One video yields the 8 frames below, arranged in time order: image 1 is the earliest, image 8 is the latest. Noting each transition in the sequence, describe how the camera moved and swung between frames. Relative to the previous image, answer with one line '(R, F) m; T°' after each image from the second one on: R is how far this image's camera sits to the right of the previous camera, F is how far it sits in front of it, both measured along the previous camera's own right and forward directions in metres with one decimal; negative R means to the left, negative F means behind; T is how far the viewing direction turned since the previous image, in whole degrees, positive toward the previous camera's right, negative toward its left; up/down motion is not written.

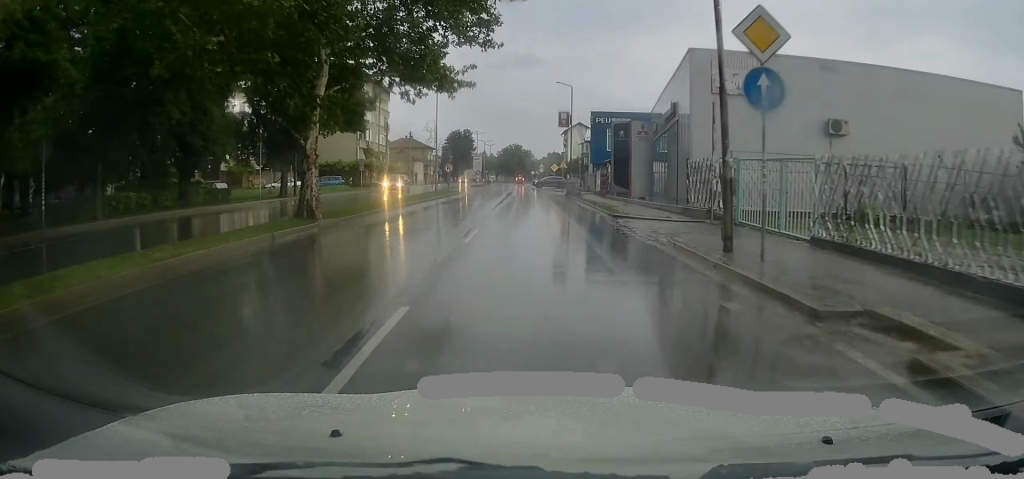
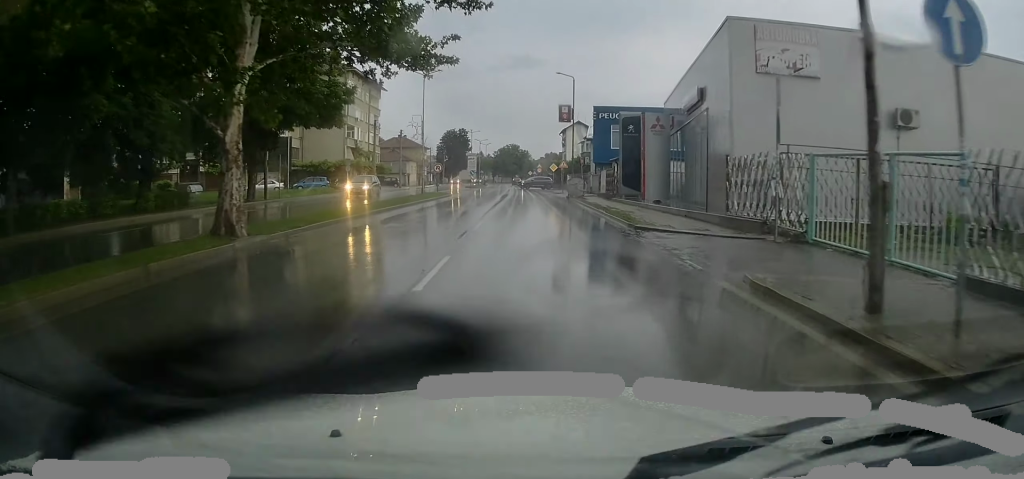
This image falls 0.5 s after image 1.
(0.0, +5.2) m; 0°
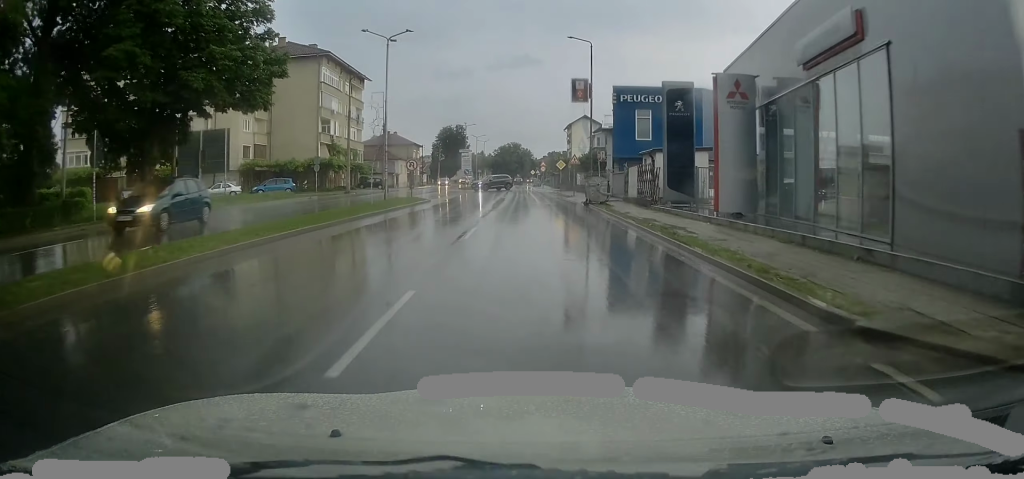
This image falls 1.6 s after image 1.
(+0.1, +12.5) m; +1°
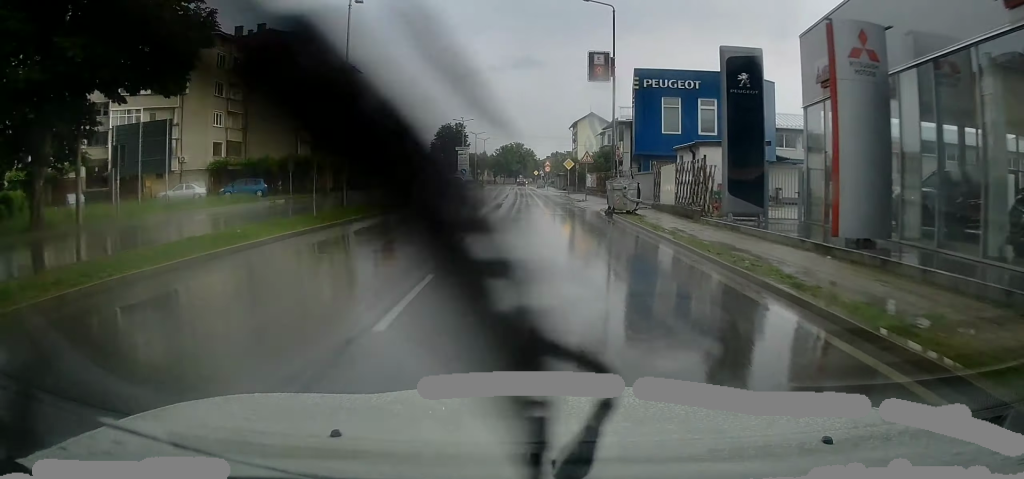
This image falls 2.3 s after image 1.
(0.0, +7.9) m; 0°
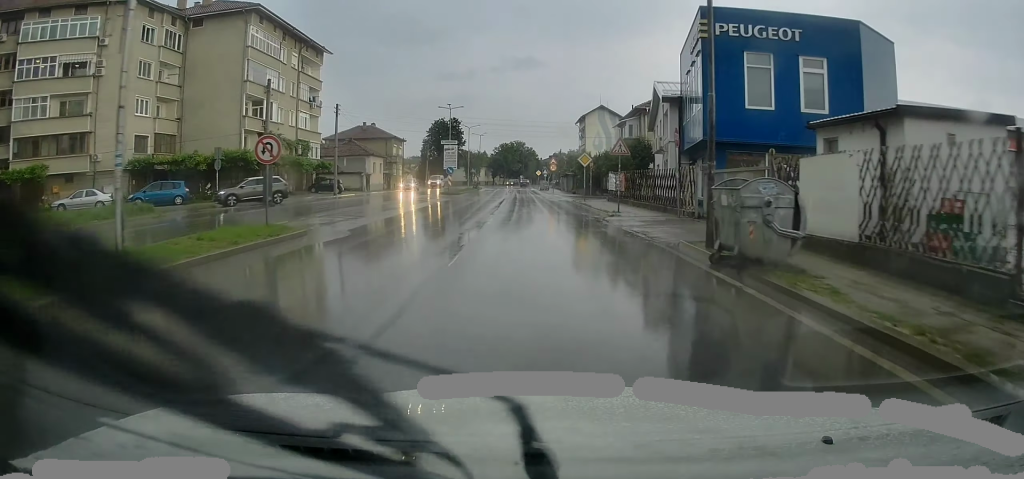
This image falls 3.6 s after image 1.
(-0.2, +13.9) m; -1°
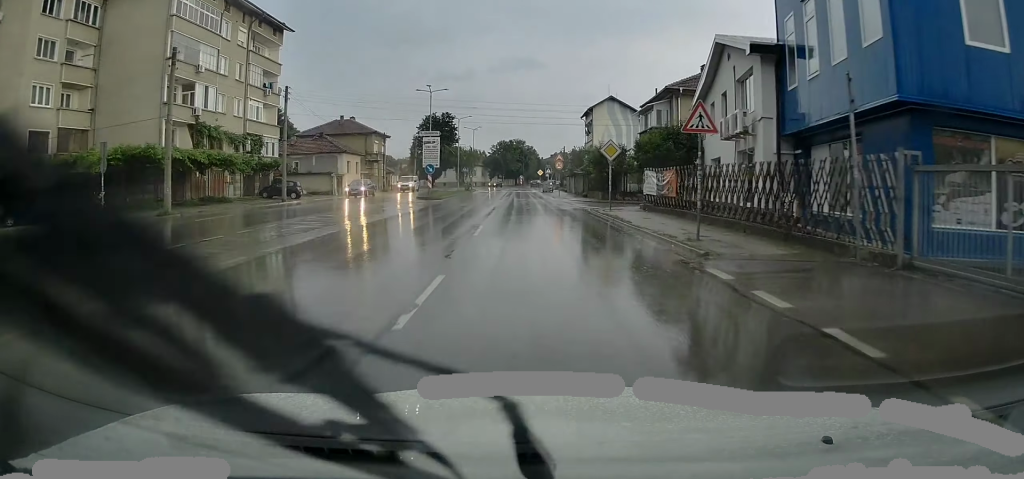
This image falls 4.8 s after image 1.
(+0.1, +12.3) m; 0°
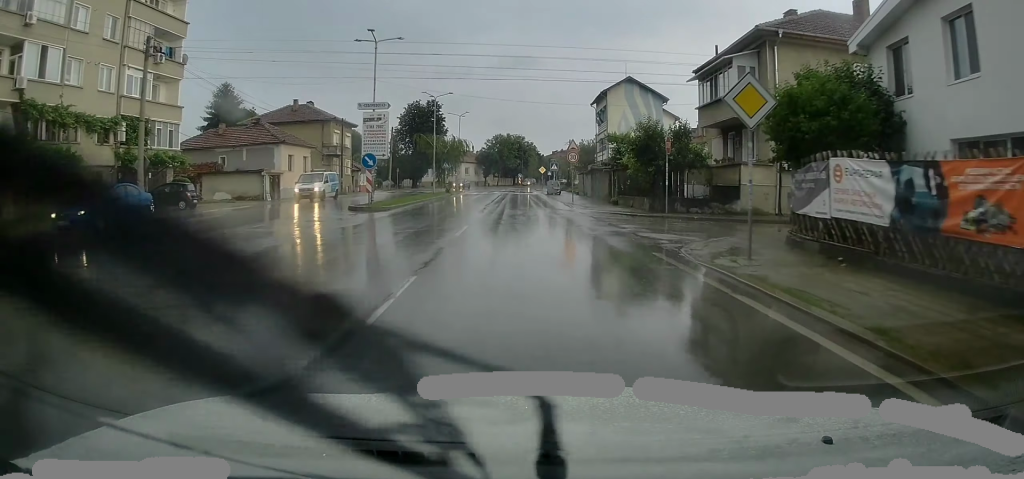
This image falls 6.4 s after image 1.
(-0.2, +17.9) m; -1°
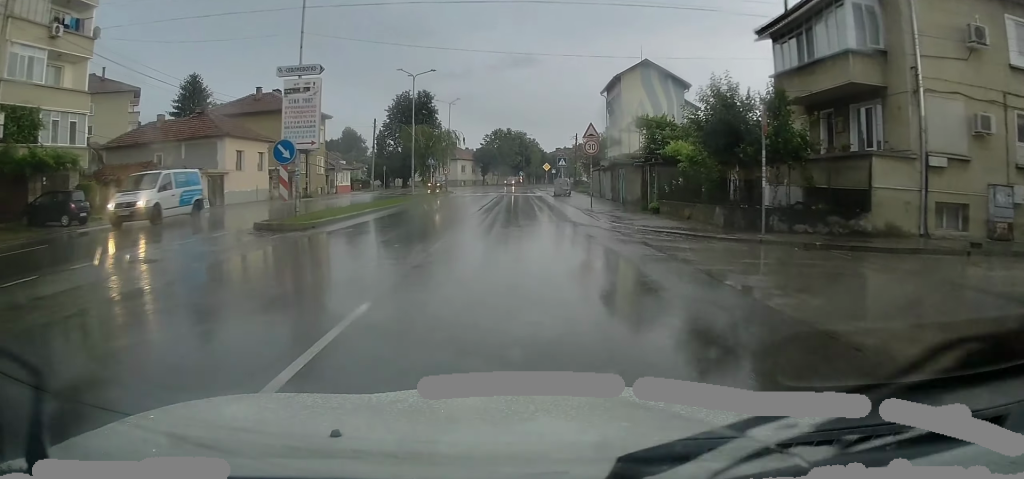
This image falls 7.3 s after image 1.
(-0.1, +10.5) m; 0°
